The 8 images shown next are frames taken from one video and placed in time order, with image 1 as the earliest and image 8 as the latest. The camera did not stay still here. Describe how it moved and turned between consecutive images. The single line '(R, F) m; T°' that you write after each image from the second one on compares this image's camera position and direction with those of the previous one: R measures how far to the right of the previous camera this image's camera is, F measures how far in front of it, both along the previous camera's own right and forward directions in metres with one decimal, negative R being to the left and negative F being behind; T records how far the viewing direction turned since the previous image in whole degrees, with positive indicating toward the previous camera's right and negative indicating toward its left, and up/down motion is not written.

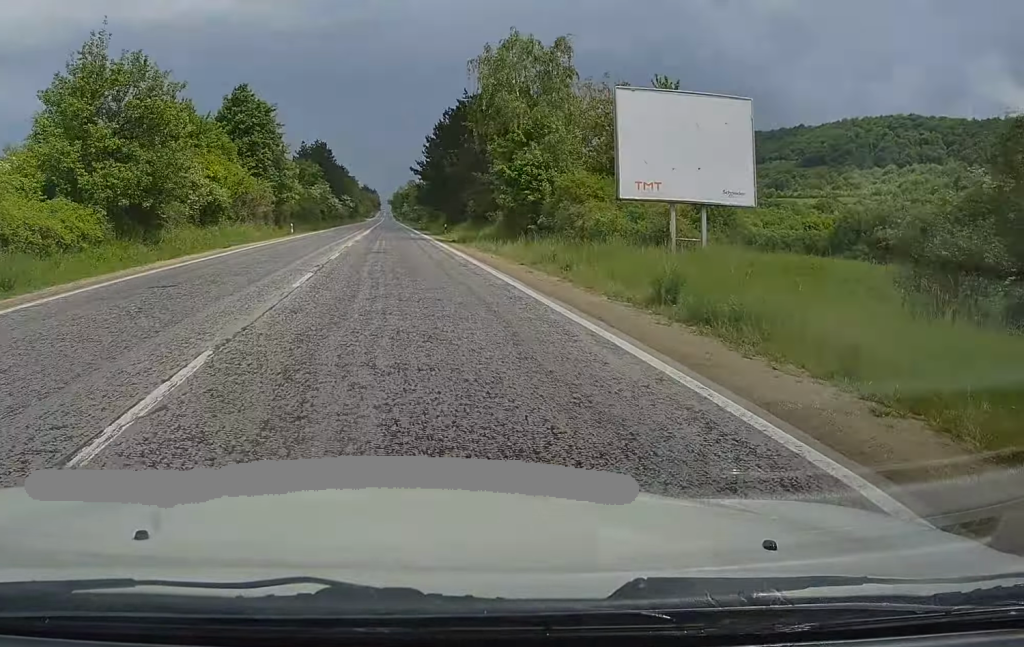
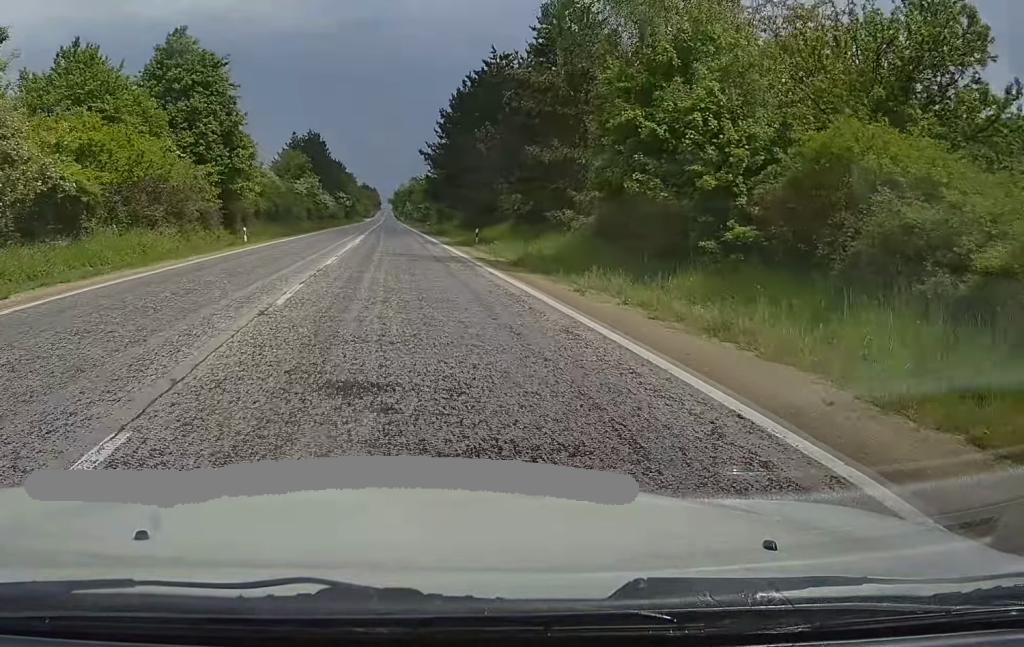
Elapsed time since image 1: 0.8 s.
(-0.3, +20.8) m; 0°
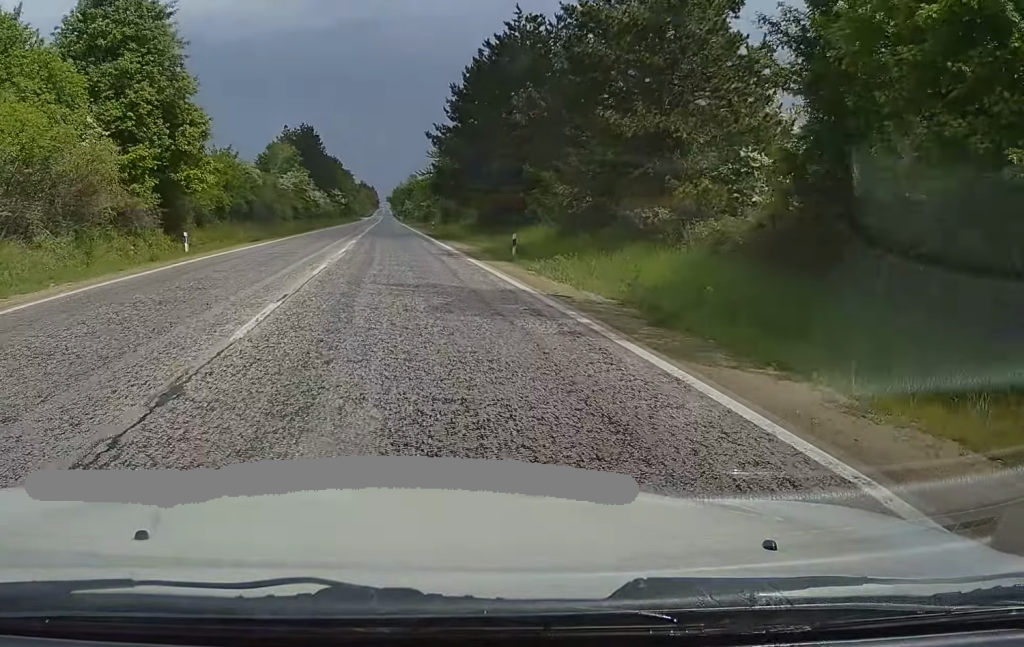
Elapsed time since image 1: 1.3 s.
(+0.2, +12.1) m; 0°
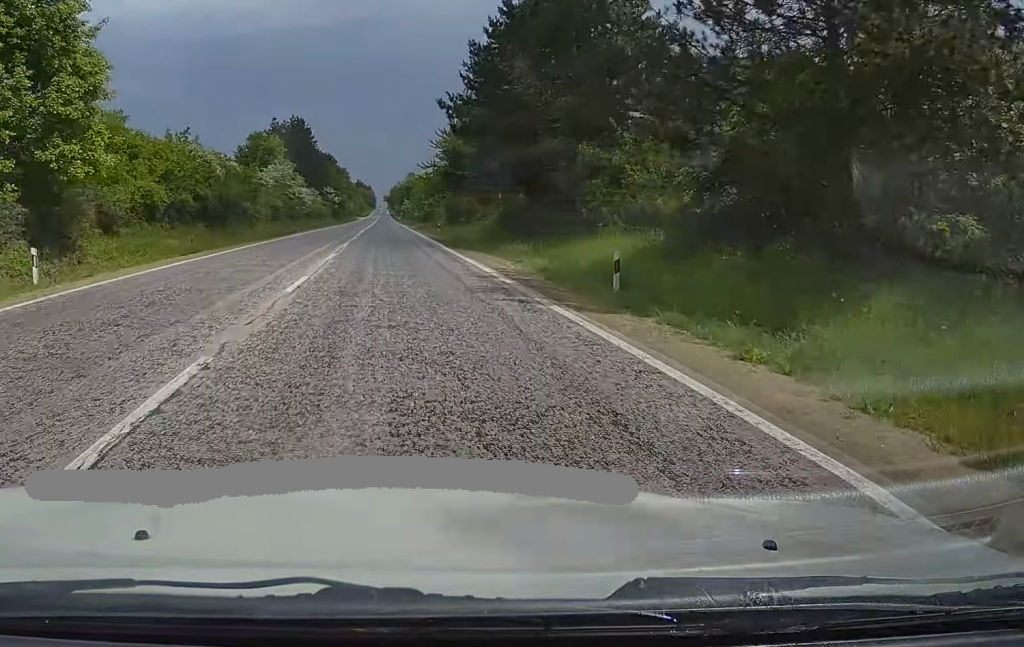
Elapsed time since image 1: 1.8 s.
(+0.1, +12.9) m; 0°
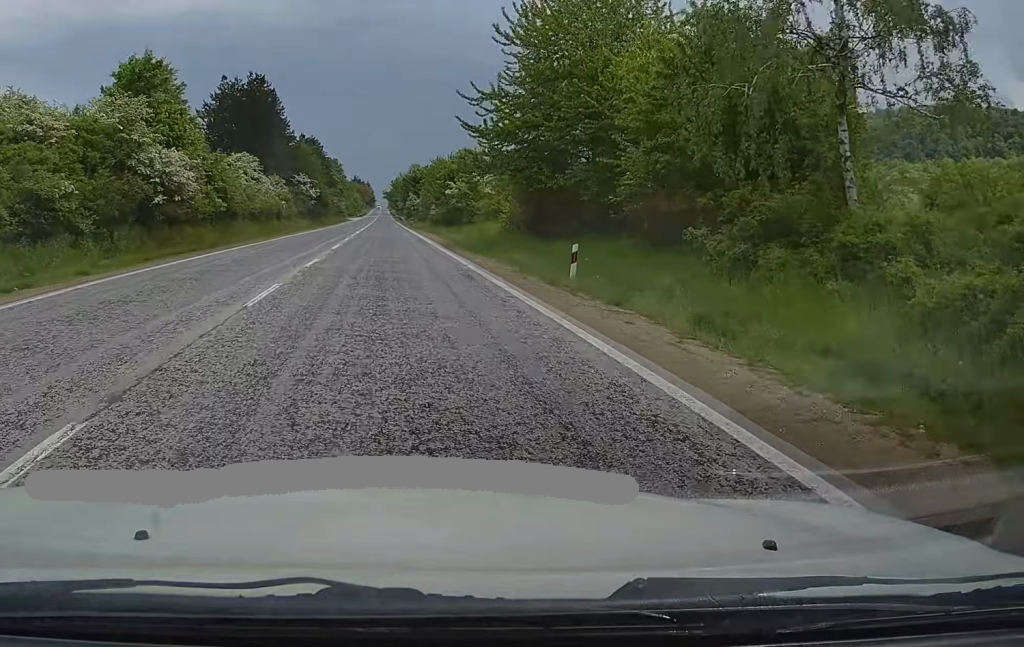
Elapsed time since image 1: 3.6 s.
(-0.6, +47.1) m; -1°
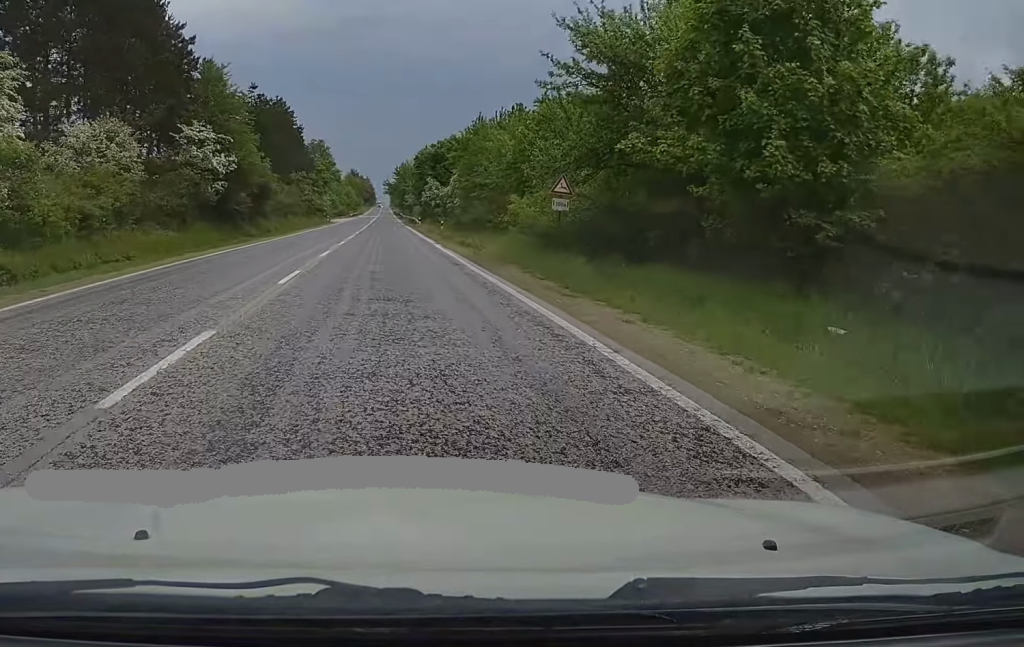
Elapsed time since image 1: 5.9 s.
(+0.8, +59.0) m; 0°
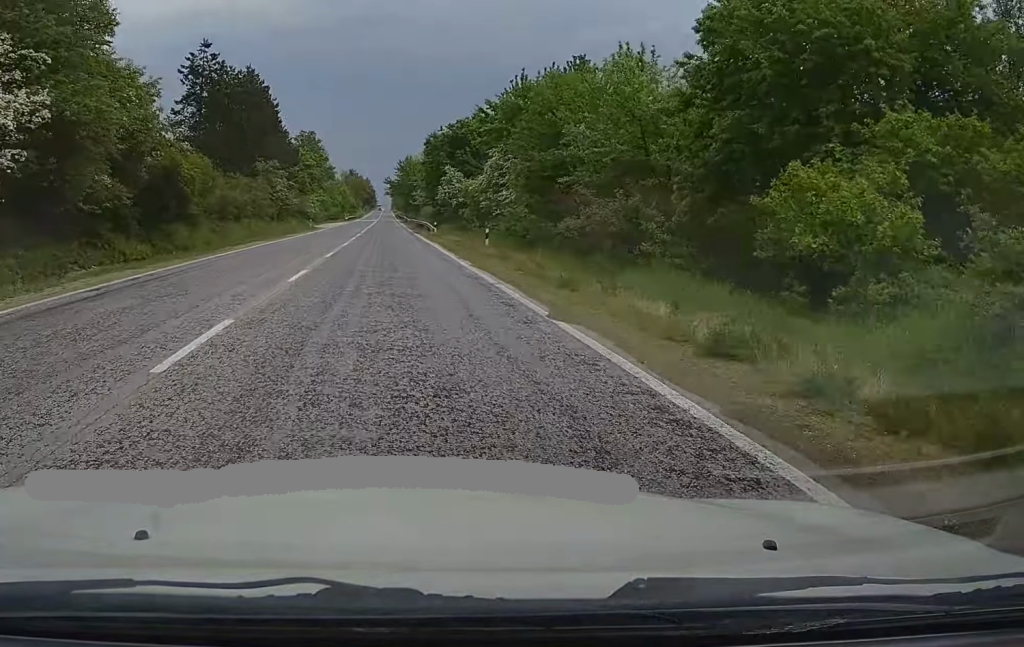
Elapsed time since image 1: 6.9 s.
(-0.3, +25.7) m; 0°
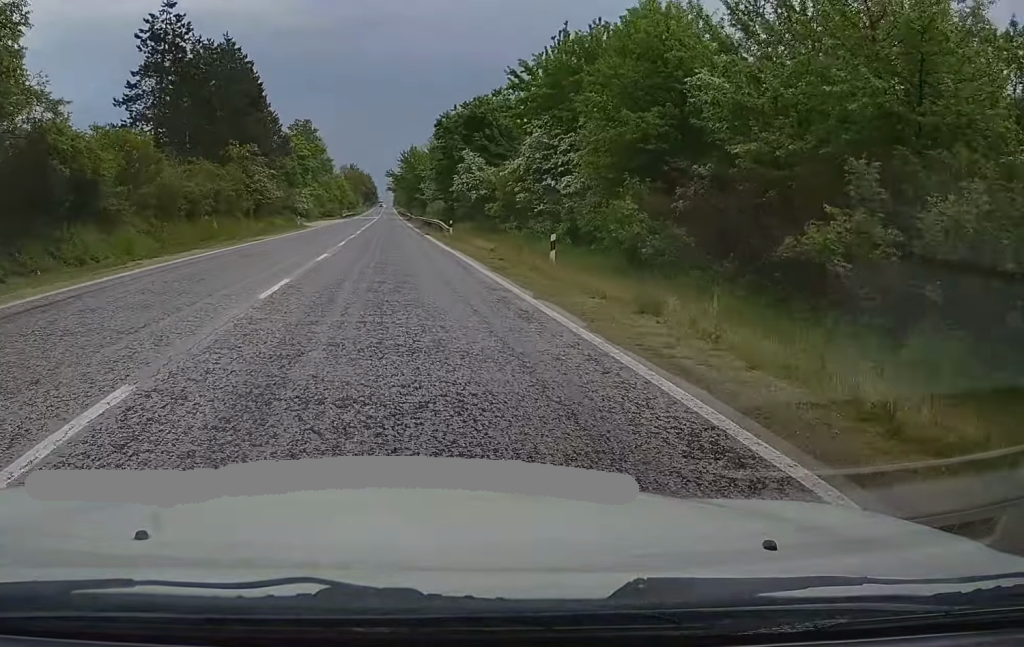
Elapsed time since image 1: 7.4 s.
(+0.3, +12.8) m; 0°
